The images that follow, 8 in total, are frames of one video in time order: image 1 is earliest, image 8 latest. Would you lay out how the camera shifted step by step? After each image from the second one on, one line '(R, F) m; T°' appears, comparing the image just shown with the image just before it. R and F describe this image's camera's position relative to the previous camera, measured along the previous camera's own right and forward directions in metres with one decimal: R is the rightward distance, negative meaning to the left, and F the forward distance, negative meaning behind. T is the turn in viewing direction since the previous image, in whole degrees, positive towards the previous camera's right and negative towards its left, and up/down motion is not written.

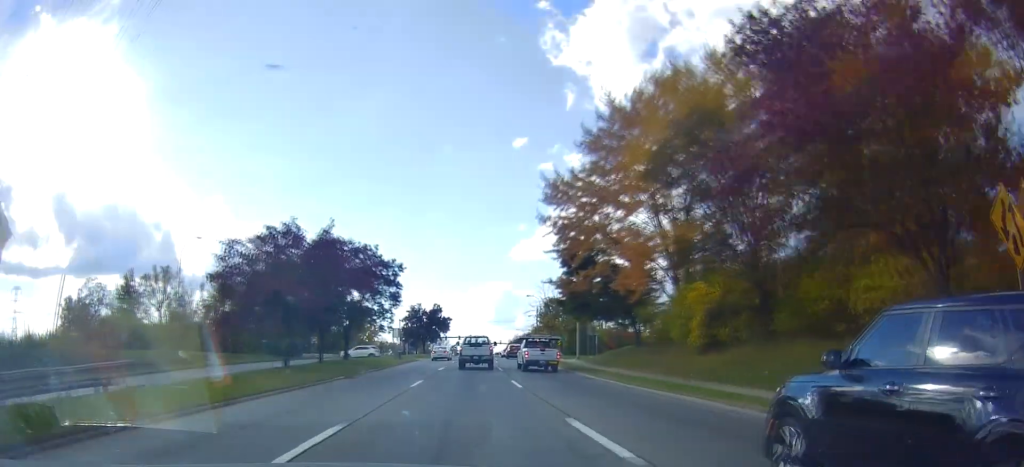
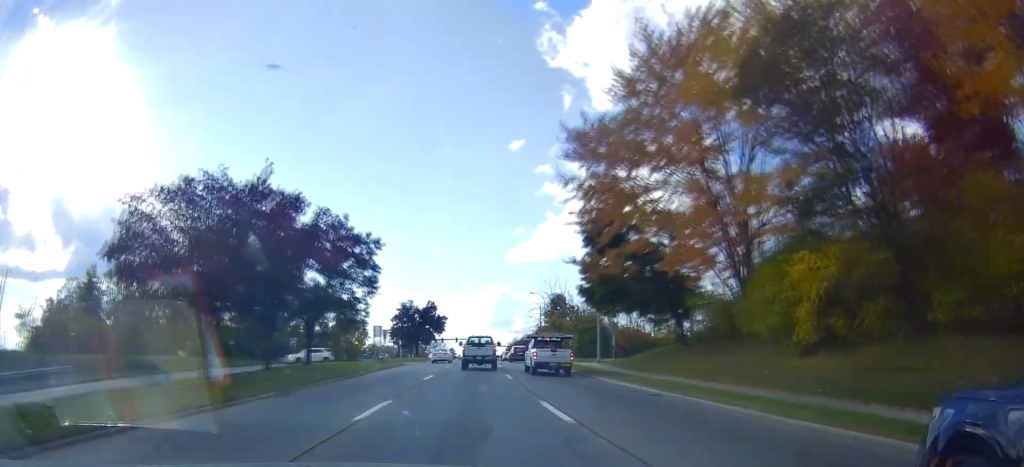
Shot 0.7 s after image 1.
(-0.2, +10.7) m; -1°
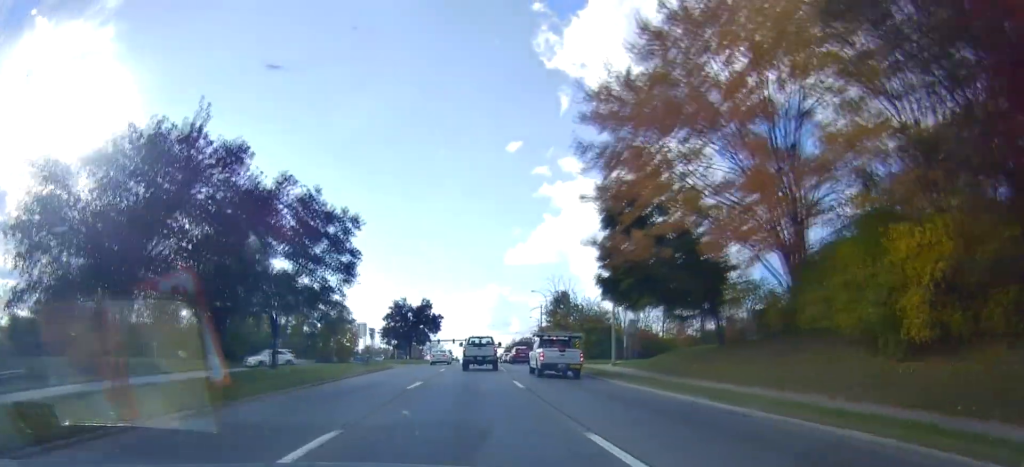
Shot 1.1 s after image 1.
(0.0, +6.0) m; +1°
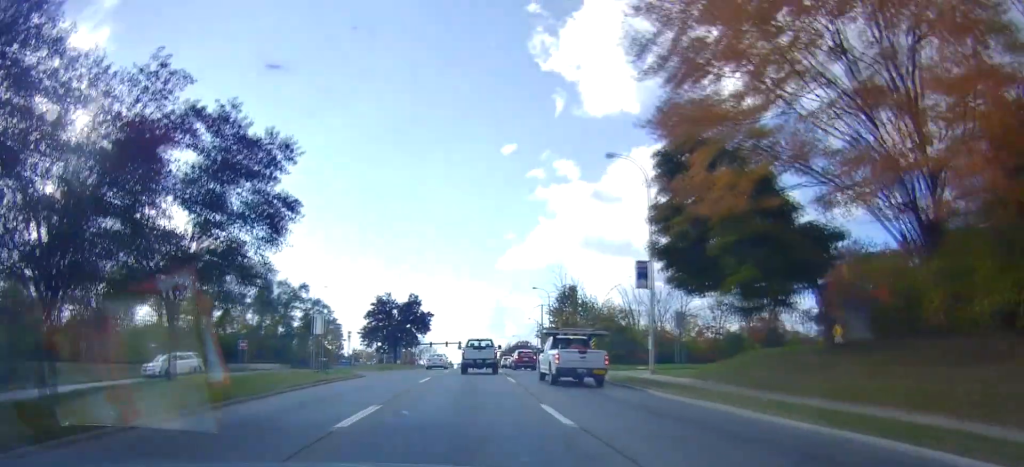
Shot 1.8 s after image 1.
(+0.1, +10.6) m; +1°
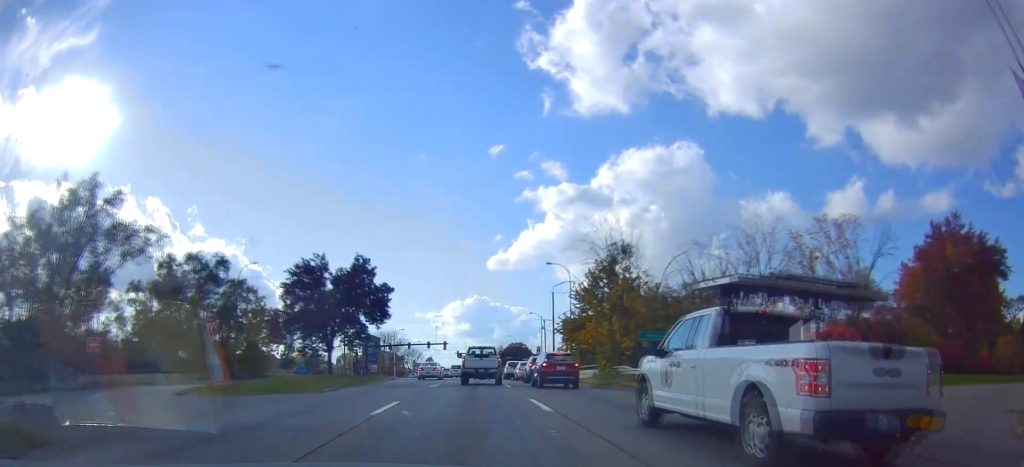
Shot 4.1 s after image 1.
(0.0, +28.1) m; +1°
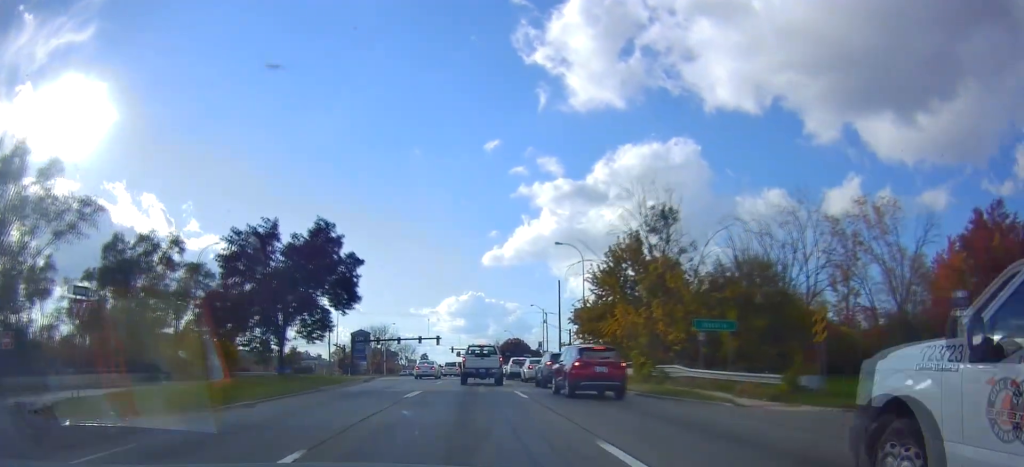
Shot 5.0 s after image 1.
(+0.2, +10.1) m; +1°
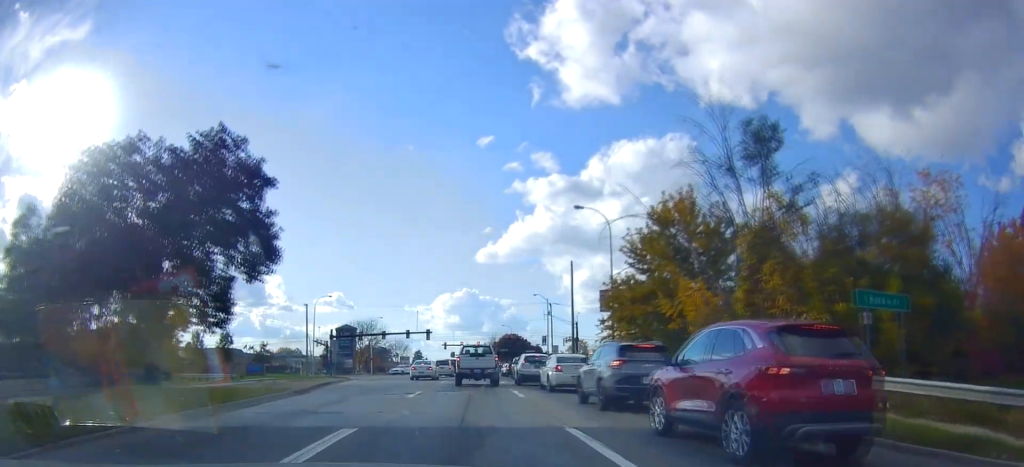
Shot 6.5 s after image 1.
(0.0, +13.6) m; 0°
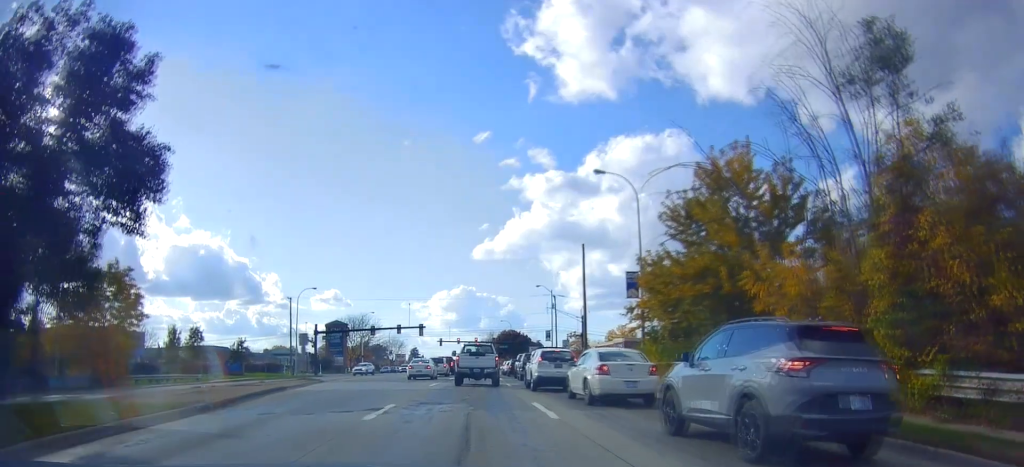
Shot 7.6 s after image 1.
(0.0, +8.6) m; 0°
